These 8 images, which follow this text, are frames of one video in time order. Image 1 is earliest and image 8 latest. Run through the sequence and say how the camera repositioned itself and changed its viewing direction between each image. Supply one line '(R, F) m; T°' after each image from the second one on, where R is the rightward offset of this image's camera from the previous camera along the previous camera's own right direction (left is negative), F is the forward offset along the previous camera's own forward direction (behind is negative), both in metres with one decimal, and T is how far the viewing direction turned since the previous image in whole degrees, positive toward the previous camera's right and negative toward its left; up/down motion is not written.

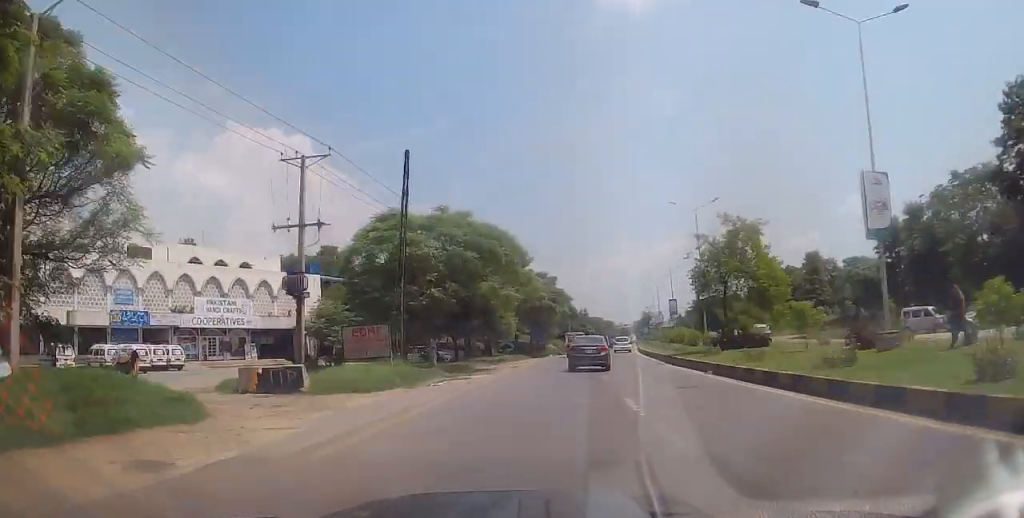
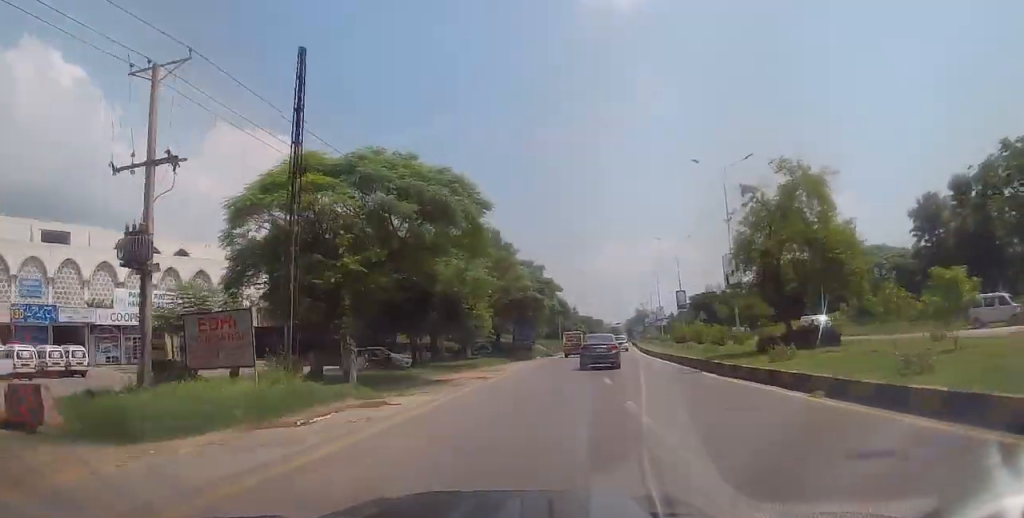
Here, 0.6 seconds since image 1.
(+0.1, +9.7) m; +1°
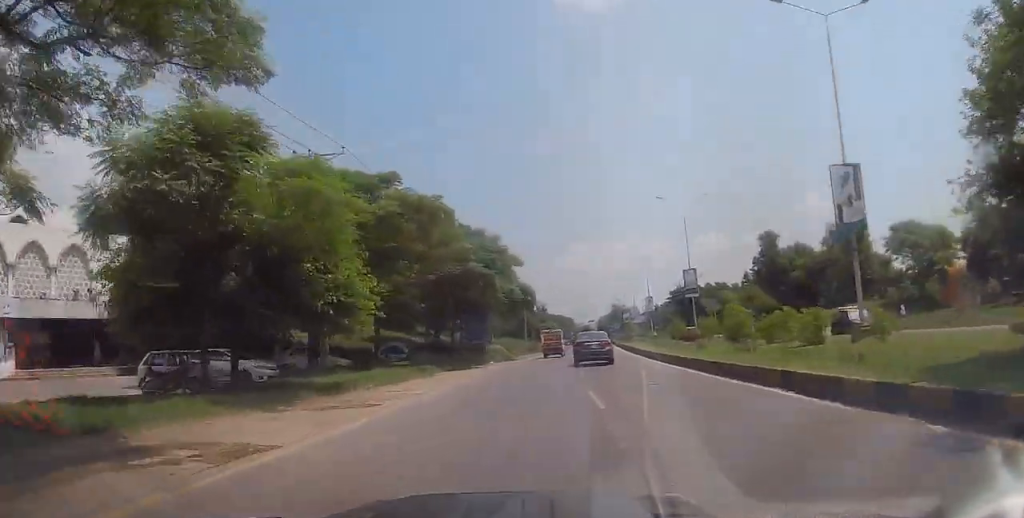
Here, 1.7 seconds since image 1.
(+0.1, +16.4) m; +1°
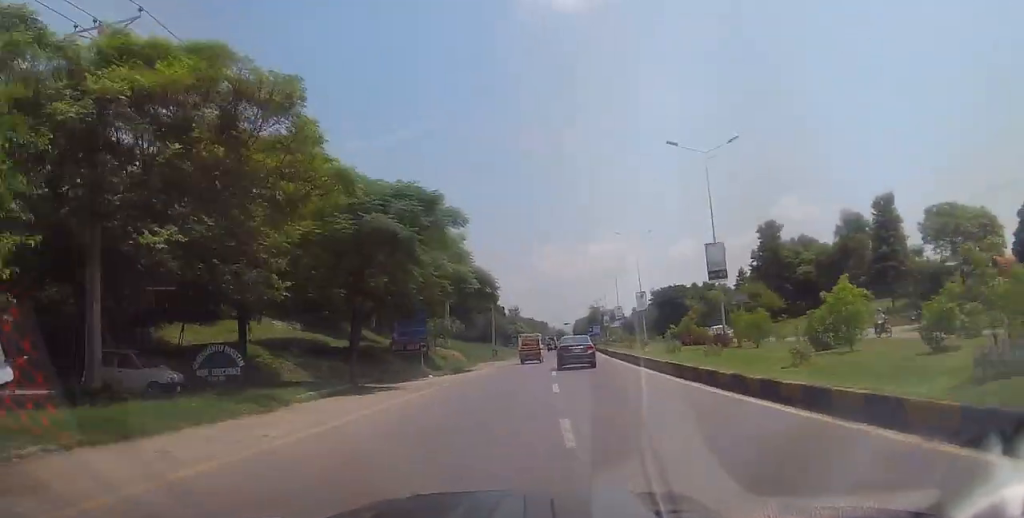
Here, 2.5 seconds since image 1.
(+0.1, +12.7) m; +2°
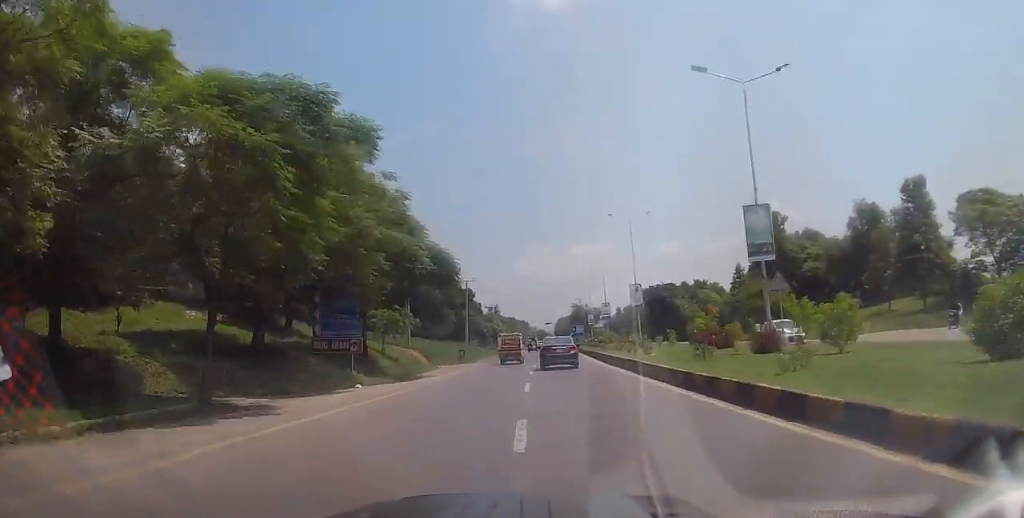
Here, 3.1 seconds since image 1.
(+0.2, +8.5) m; +1°
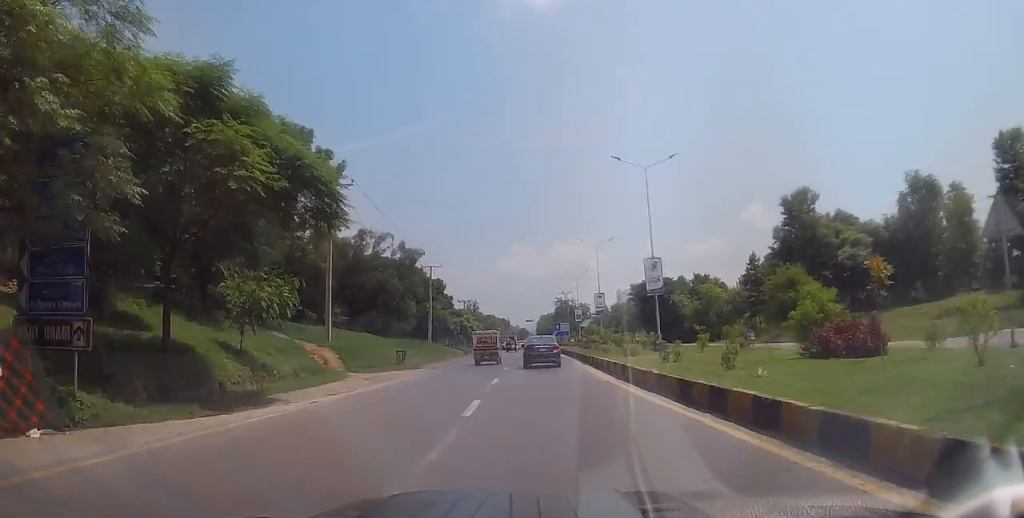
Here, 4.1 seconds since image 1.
(+0.2, +14.5) m; +1°
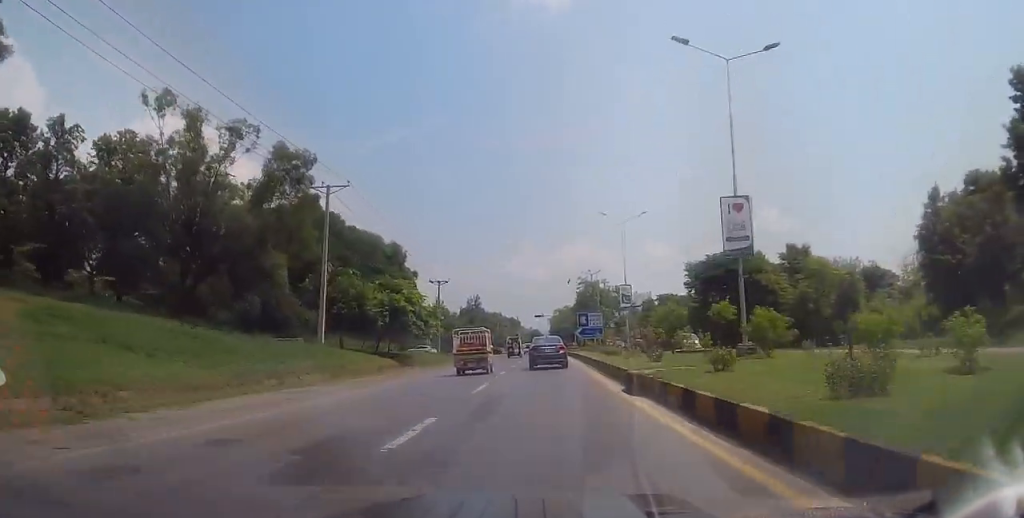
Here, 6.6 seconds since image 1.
(-1.0, +38.6) m; -2°
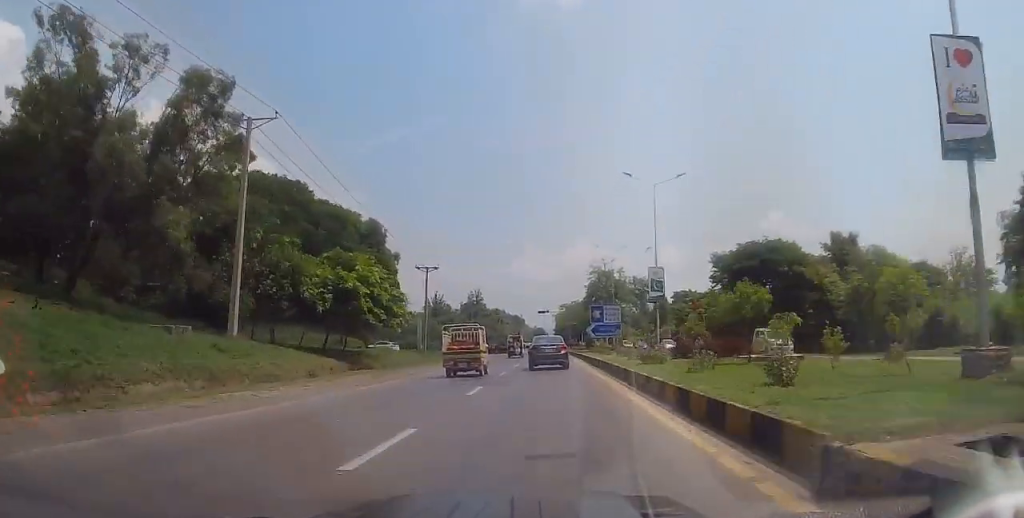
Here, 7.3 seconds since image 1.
(+0.1, +10.6) m; +1°
